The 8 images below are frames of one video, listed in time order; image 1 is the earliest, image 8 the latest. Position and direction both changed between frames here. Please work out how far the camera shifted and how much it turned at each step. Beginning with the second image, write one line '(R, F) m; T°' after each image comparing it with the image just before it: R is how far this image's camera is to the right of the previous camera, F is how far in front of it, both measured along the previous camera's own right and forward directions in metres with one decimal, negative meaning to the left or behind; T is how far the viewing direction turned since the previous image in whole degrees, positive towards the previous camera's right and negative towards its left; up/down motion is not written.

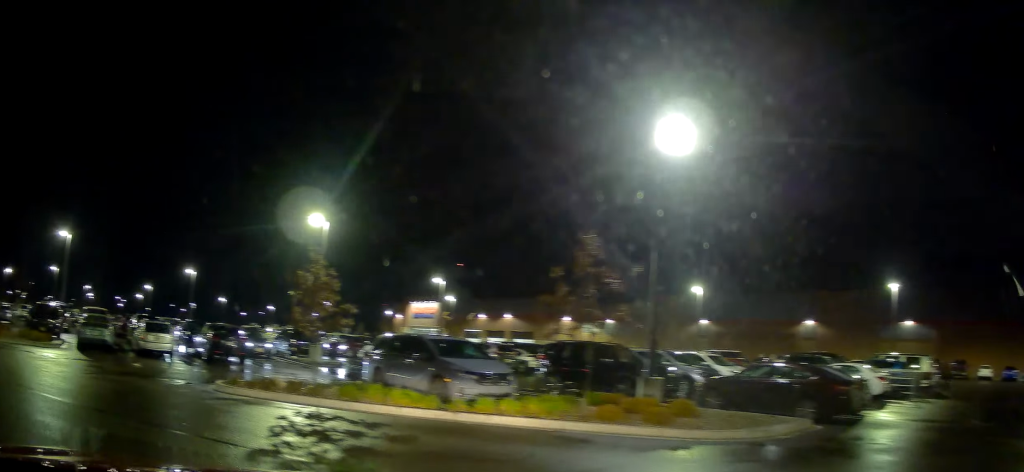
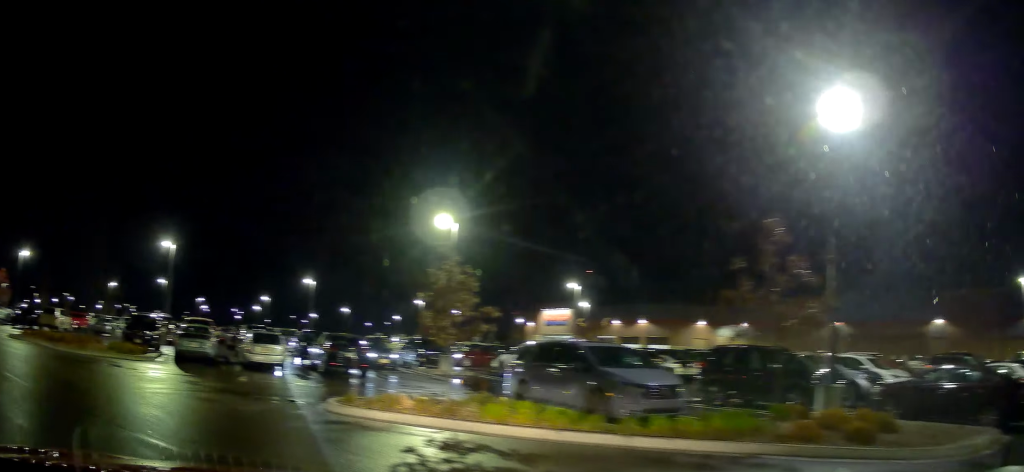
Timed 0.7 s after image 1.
(0.0, +1.7) m; -6°
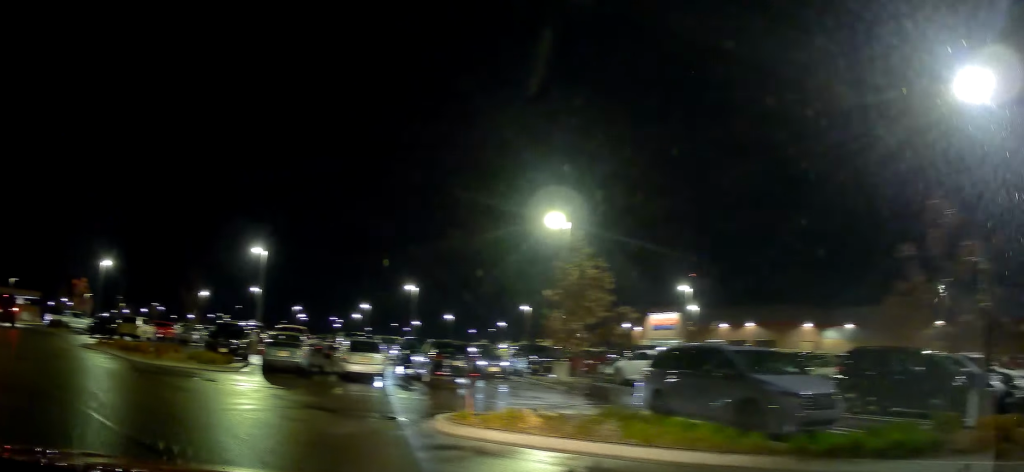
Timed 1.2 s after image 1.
(+0.1, +1.3) m; -15°
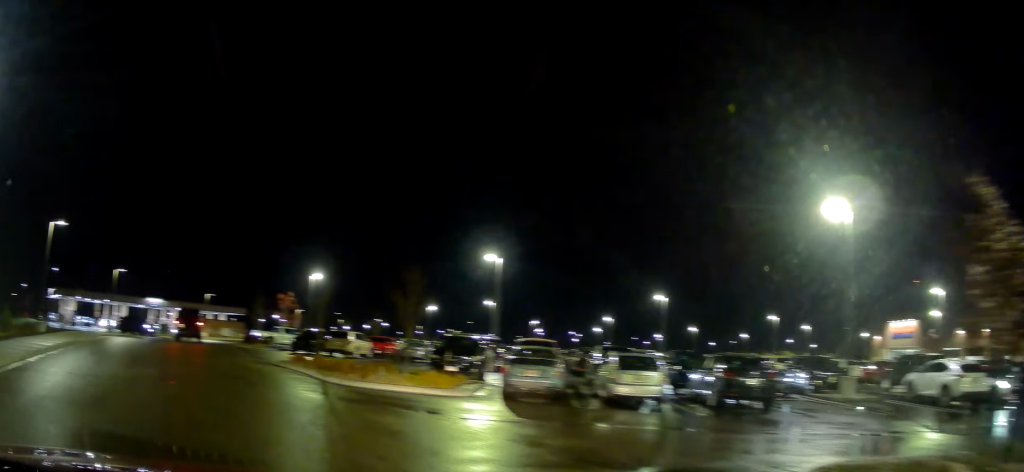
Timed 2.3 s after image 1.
(-1.2, +3.3) m; -28°
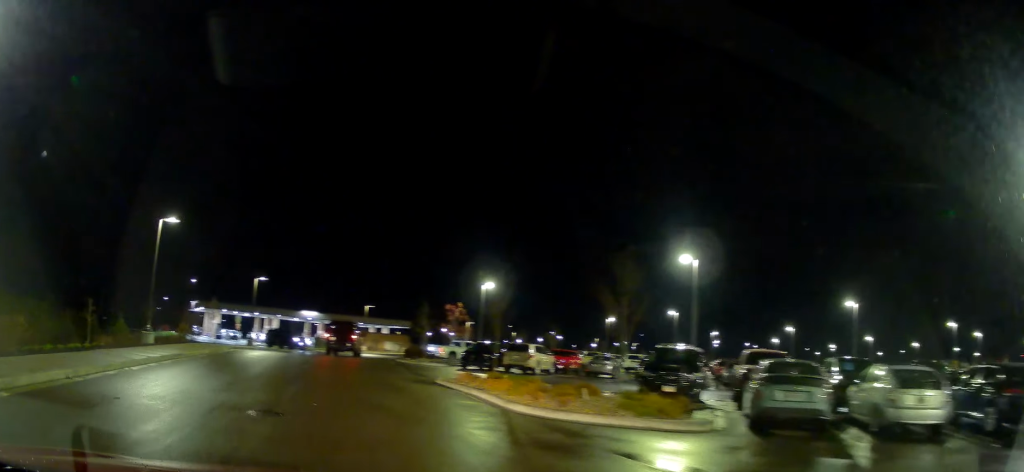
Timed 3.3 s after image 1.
(-0.5, +3.9) m; -8°
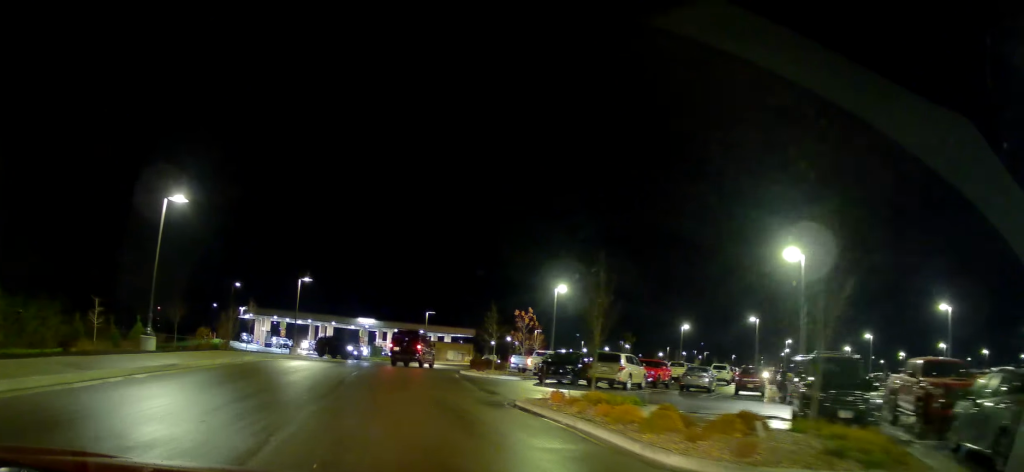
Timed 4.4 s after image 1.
(-0.1, +4.6) m; -11°
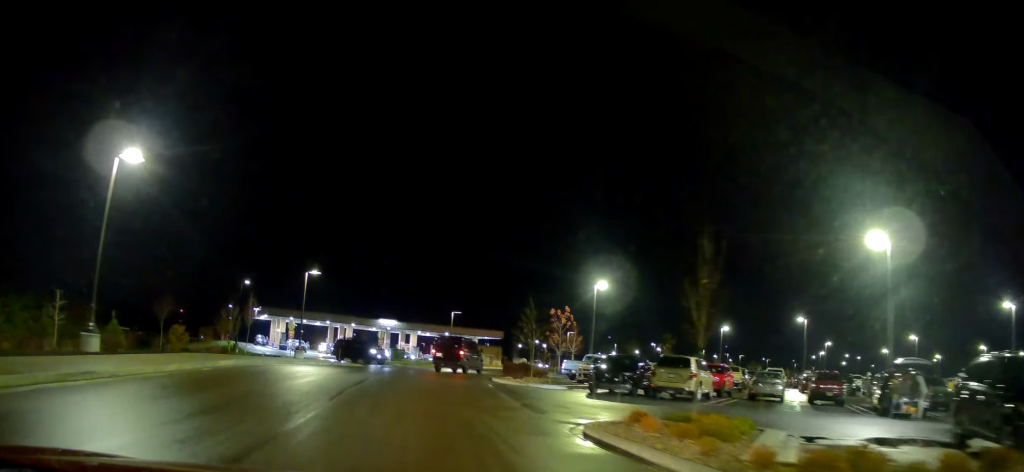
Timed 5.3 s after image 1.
(-0.7, +4.5) m; -10°
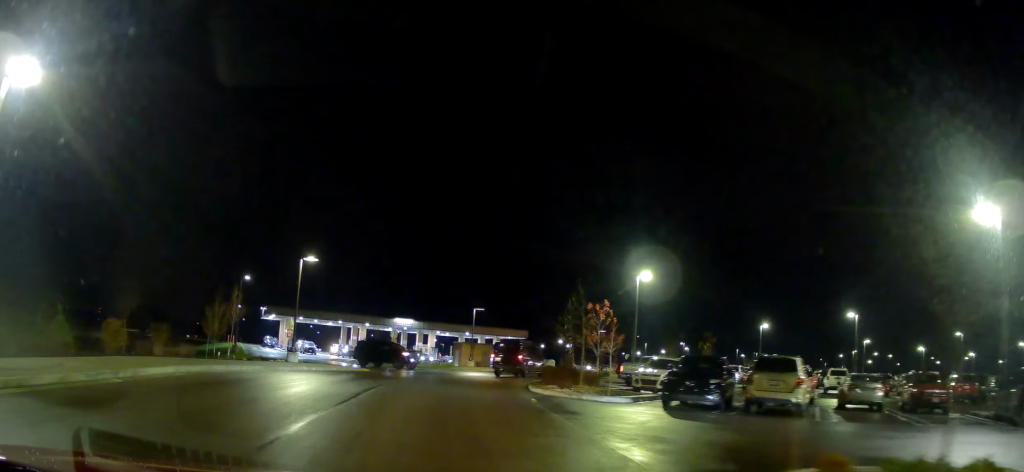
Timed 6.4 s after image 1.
(-0.1, +5.6) m; -2°
